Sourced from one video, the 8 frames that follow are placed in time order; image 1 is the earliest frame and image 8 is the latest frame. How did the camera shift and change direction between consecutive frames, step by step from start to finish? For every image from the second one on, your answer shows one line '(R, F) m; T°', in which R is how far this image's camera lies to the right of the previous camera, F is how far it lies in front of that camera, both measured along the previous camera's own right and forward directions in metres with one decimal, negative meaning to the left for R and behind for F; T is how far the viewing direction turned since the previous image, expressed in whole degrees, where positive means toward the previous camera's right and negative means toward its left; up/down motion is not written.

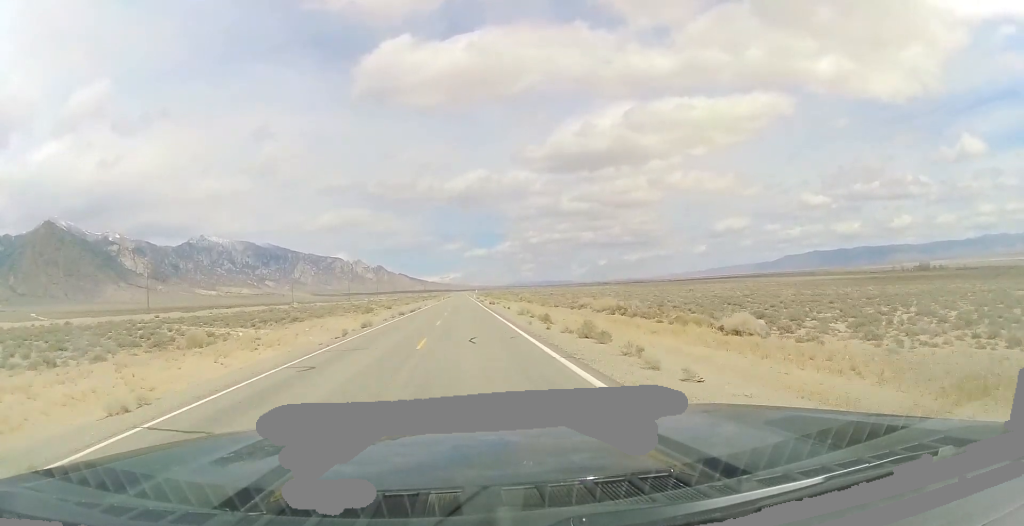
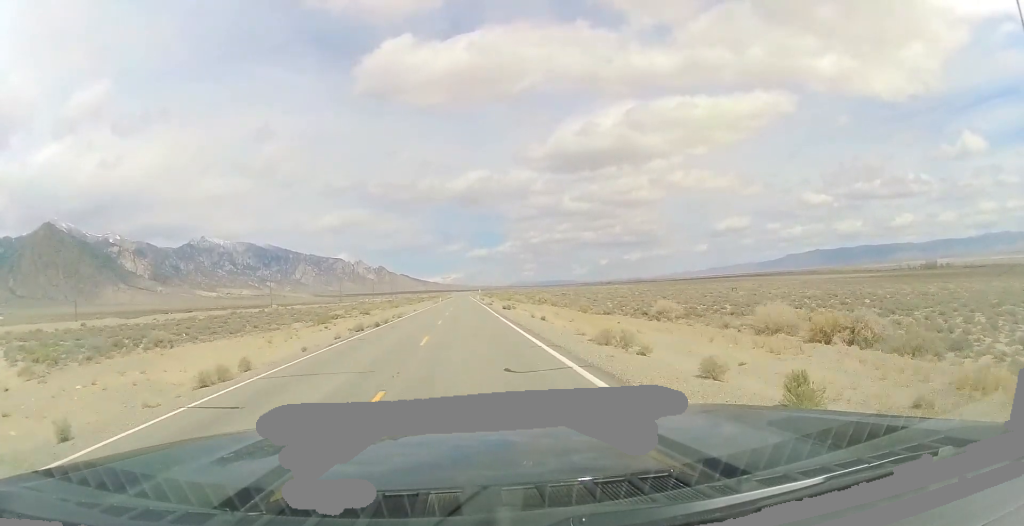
(-0.1, +23.4) m; 0°
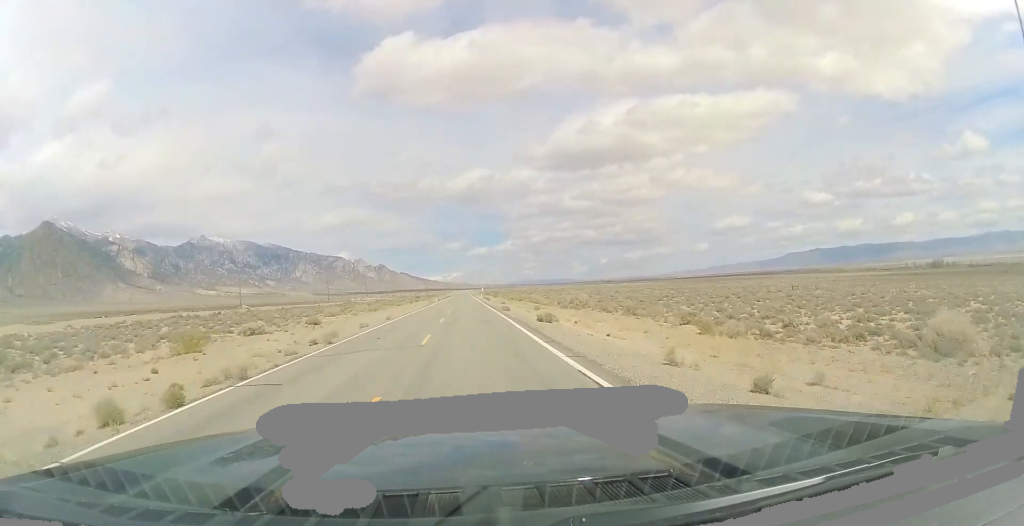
(+0.1, +24.5) m; 0°
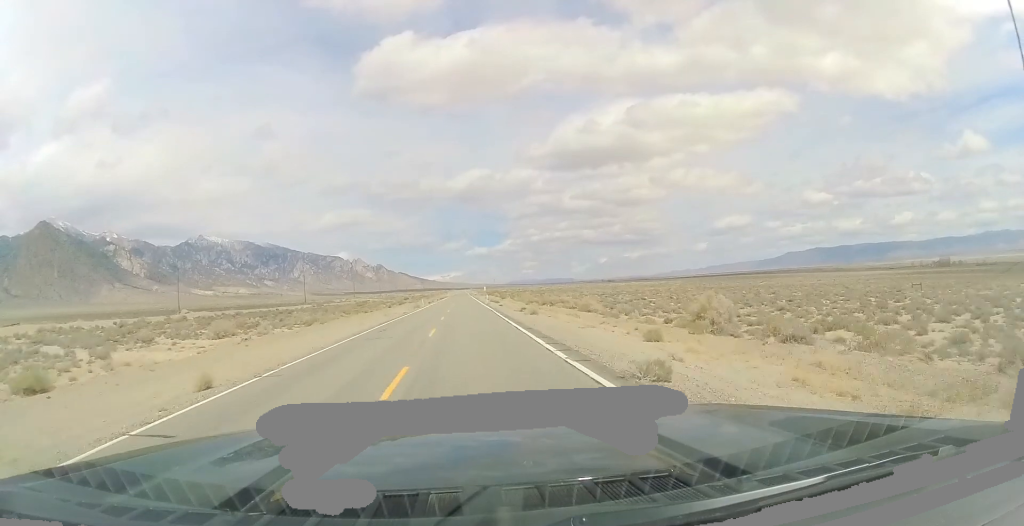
(+0.1, +32.9) m; 0°
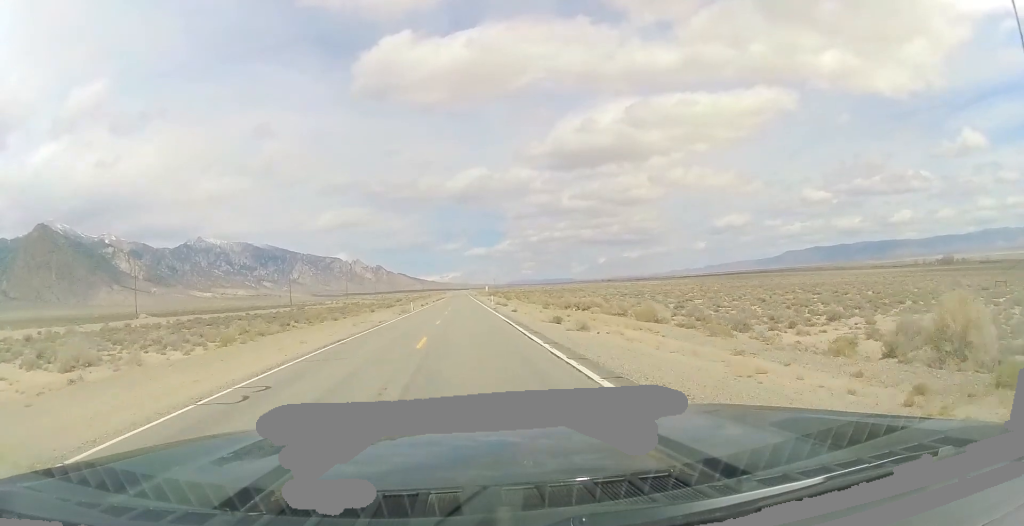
(0.0, +16.6) m; 0°
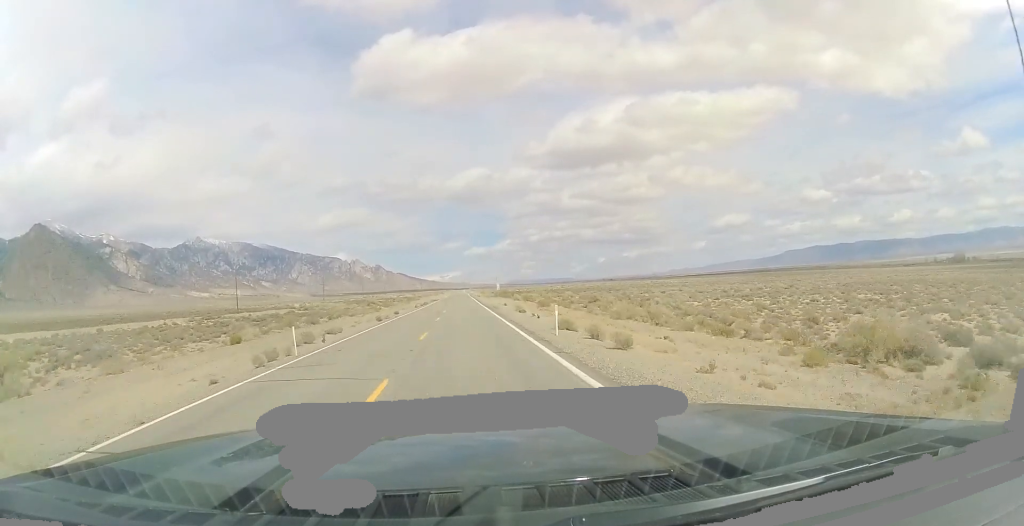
(-0.1, +46.1) m; 0°
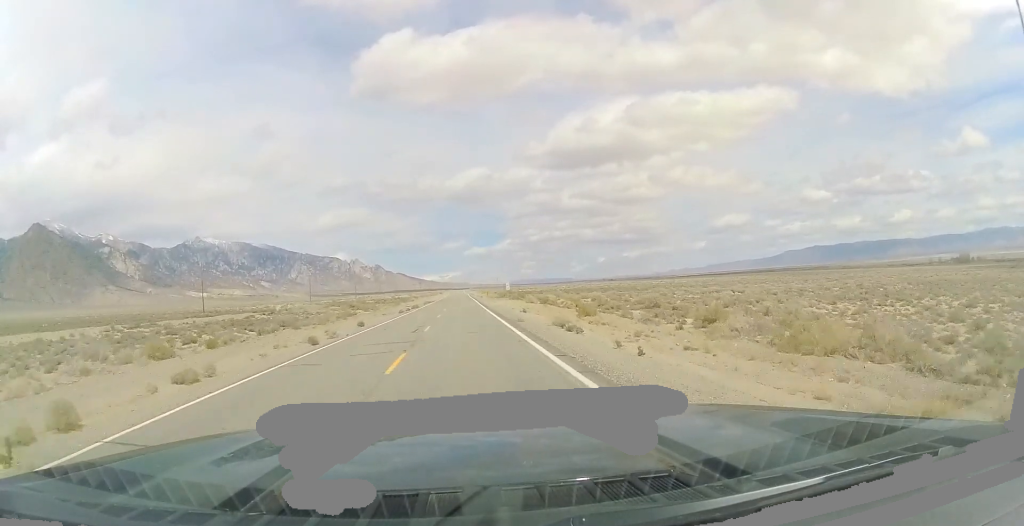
(-0.1, +20.0) m; 0°
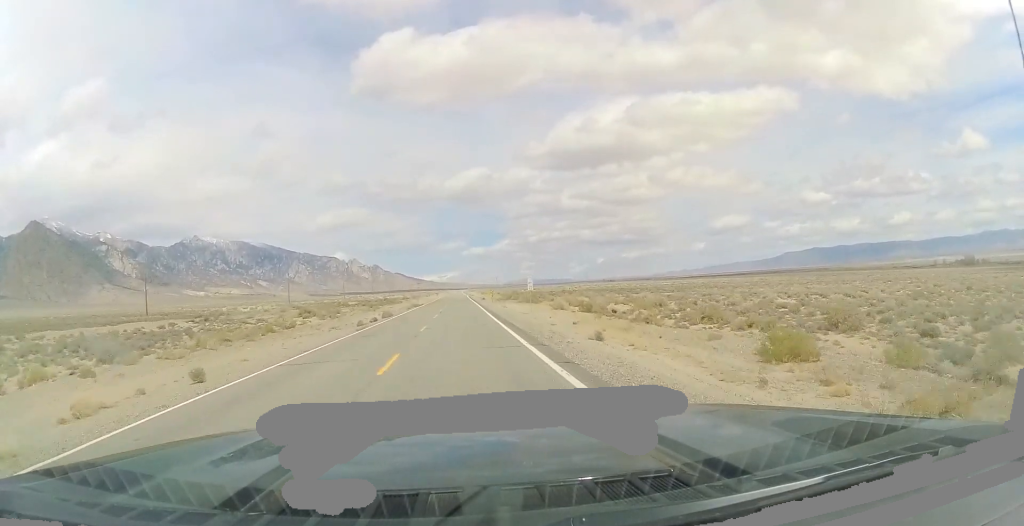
(0.0, +24.3) m; 0°
